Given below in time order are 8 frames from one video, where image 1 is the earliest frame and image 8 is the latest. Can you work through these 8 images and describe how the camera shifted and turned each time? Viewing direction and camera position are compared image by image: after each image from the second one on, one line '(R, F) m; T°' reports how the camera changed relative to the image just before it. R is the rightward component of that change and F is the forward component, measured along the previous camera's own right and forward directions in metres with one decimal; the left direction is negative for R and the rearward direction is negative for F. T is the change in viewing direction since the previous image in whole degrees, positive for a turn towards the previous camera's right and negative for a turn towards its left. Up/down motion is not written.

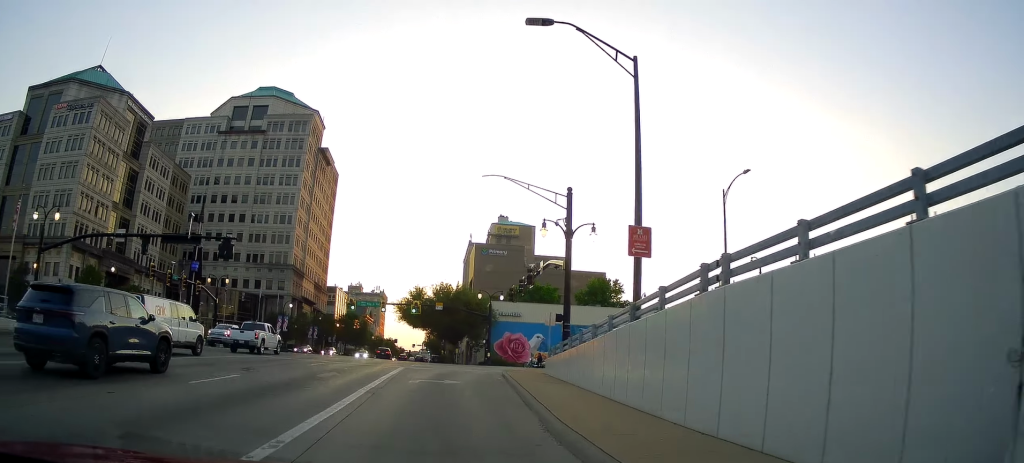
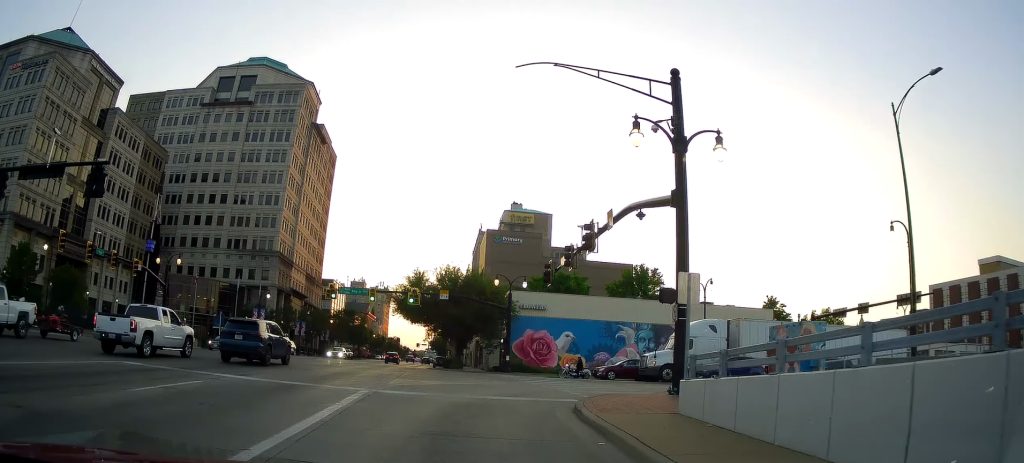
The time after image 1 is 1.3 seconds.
(-0.4, +12.7) m; -2°
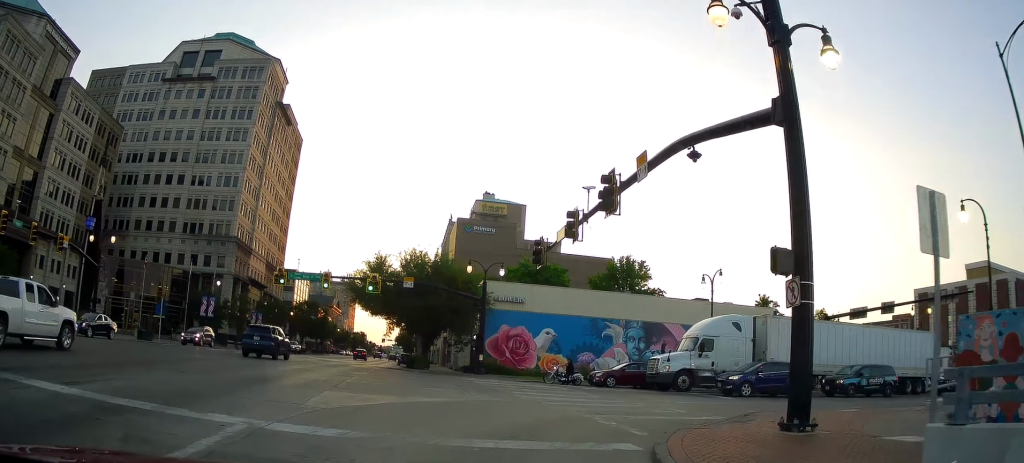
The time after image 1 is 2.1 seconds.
(0.0, +6.3) m; +9°
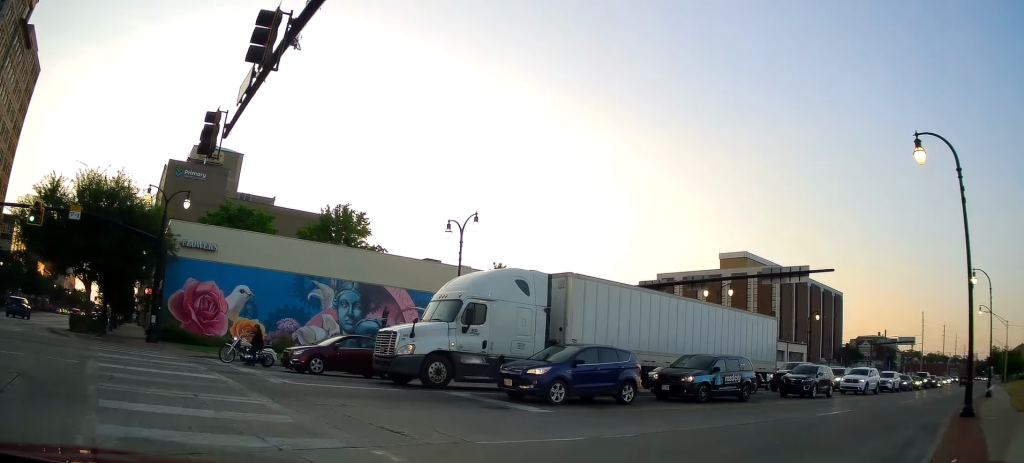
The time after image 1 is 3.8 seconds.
(+3.1, +10.1) m; +33°
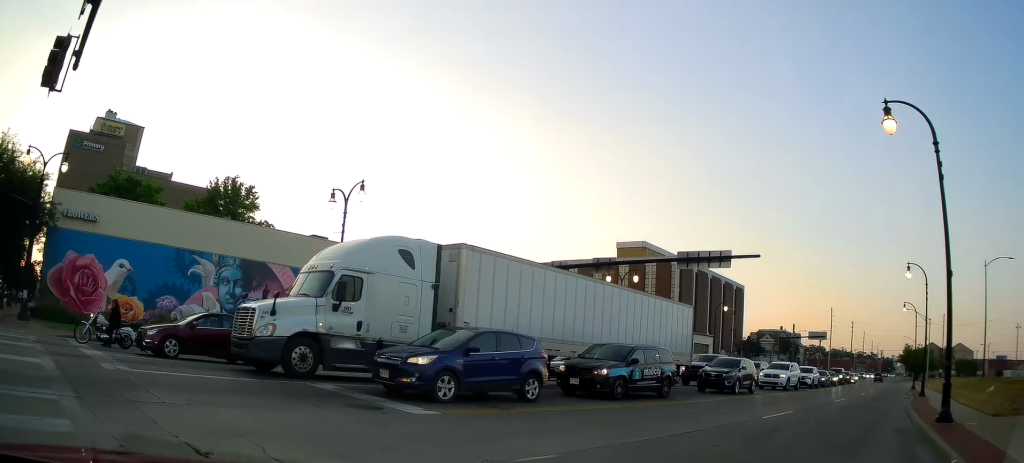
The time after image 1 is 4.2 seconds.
(0.0, +2.9) m; +10°
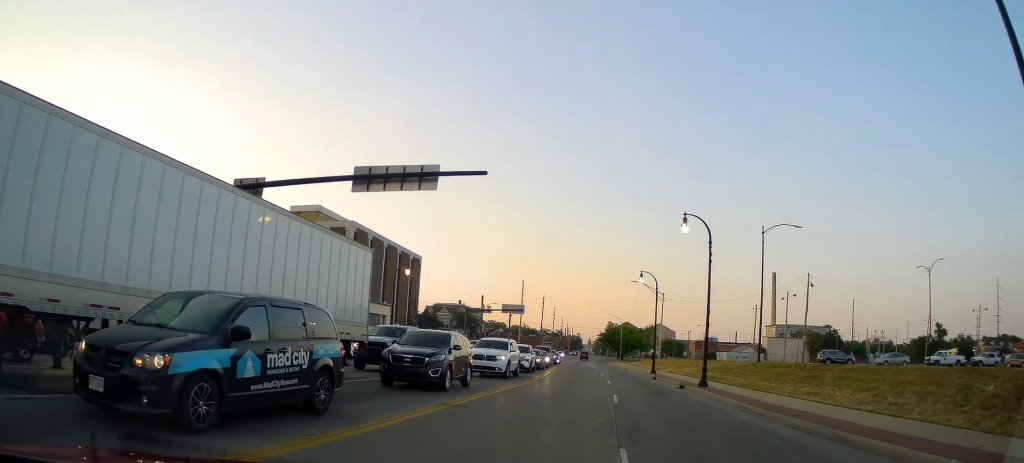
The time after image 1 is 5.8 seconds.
(+3.0, +9.1) m; +27°
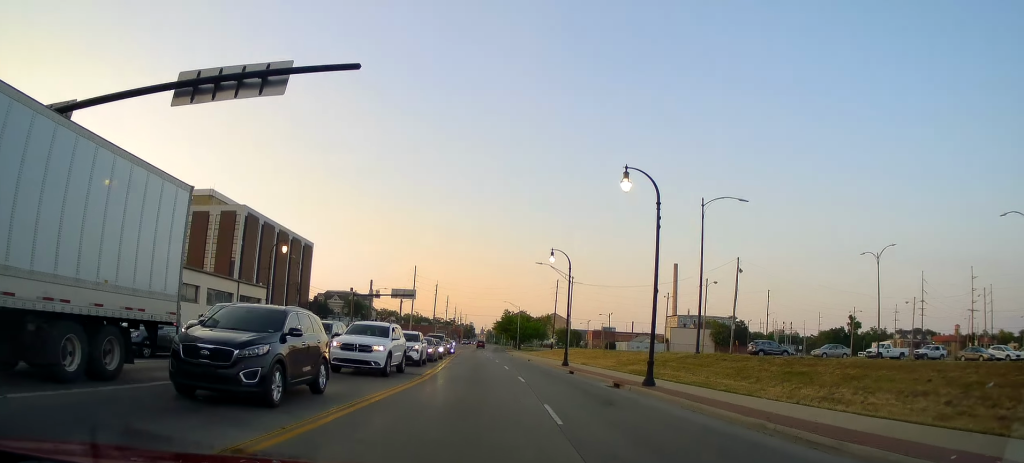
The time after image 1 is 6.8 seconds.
(-0.3, +6.6) m; +4°
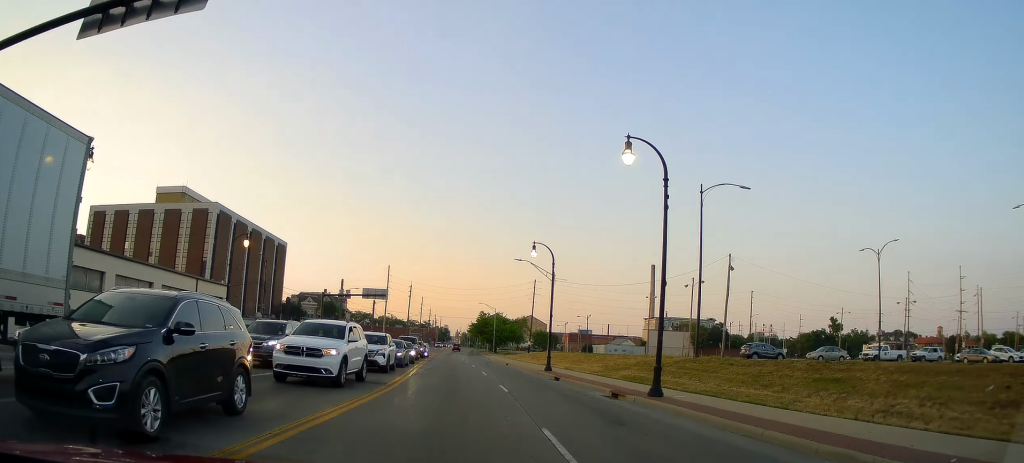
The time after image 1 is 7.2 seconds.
(+0.4, +3.5) m; +1°
